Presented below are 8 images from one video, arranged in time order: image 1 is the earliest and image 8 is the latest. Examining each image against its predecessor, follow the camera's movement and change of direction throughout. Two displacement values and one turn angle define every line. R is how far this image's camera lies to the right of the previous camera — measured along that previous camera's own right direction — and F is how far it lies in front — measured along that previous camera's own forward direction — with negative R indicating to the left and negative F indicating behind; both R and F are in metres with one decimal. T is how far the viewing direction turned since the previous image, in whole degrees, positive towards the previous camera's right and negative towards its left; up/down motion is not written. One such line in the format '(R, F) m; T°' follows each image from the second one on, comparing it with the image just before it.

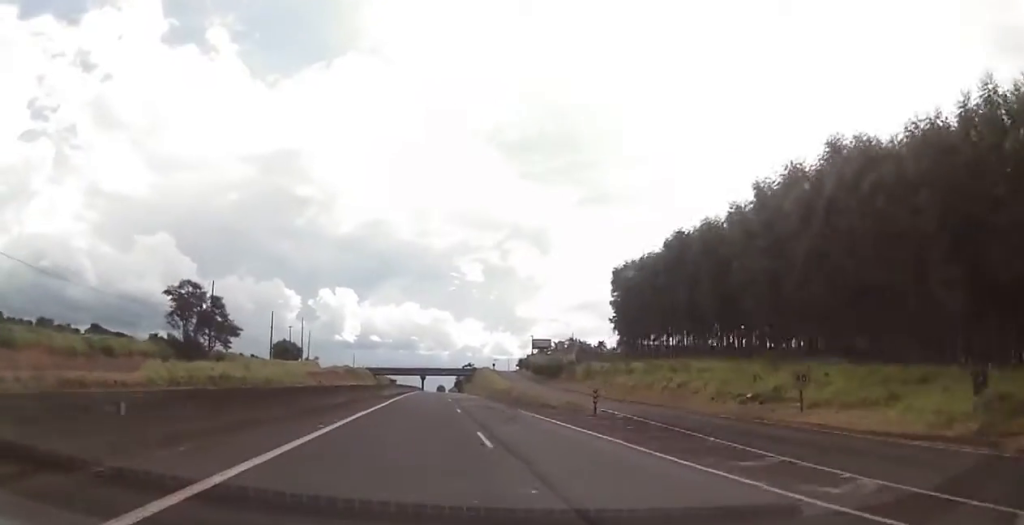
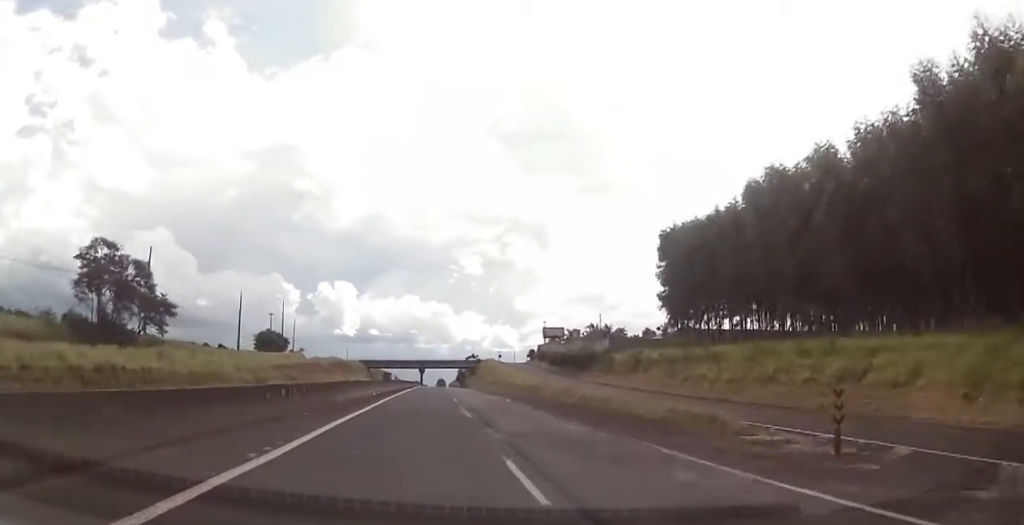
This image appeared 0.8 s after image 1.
(0.0, +23.2) m; 0°
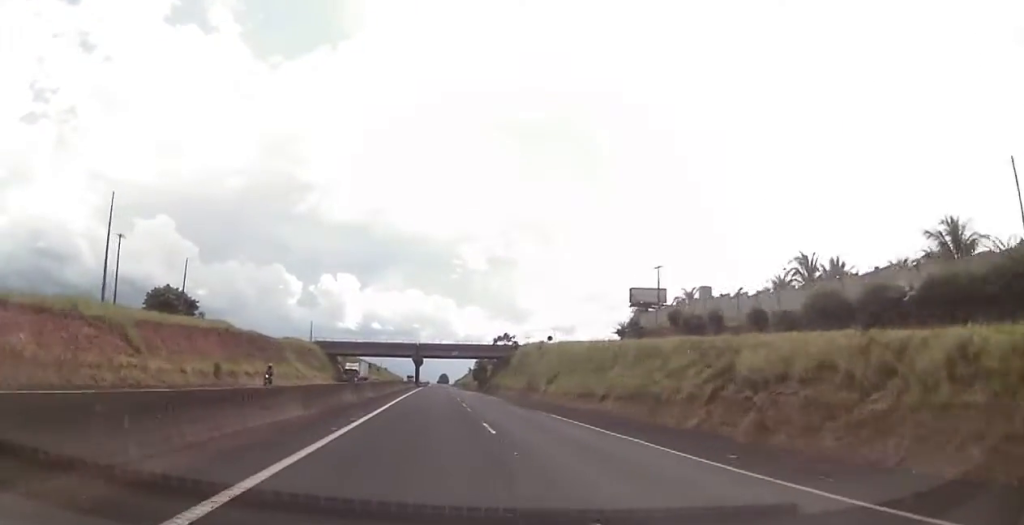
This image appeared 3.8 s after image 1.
(+0.6, +88.7) m; 0°
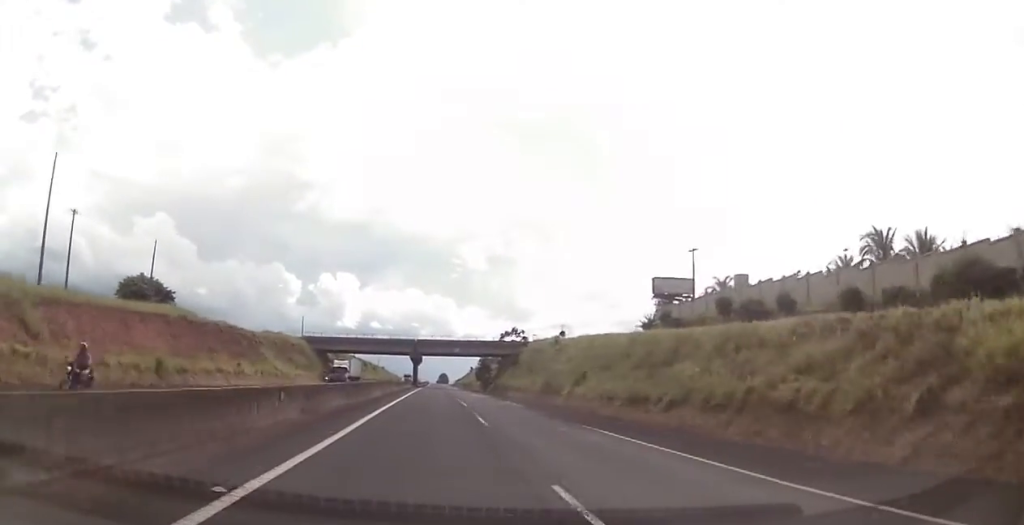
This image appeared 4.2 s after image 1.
(+0.1, +12.6) m; -1°
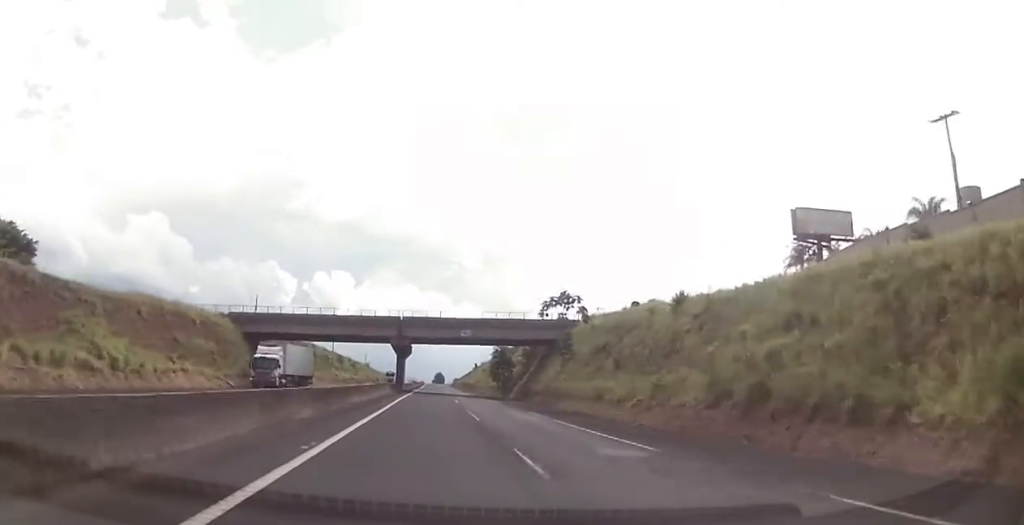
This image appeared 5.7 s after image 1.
(-0.4, +44.5) m; 0°
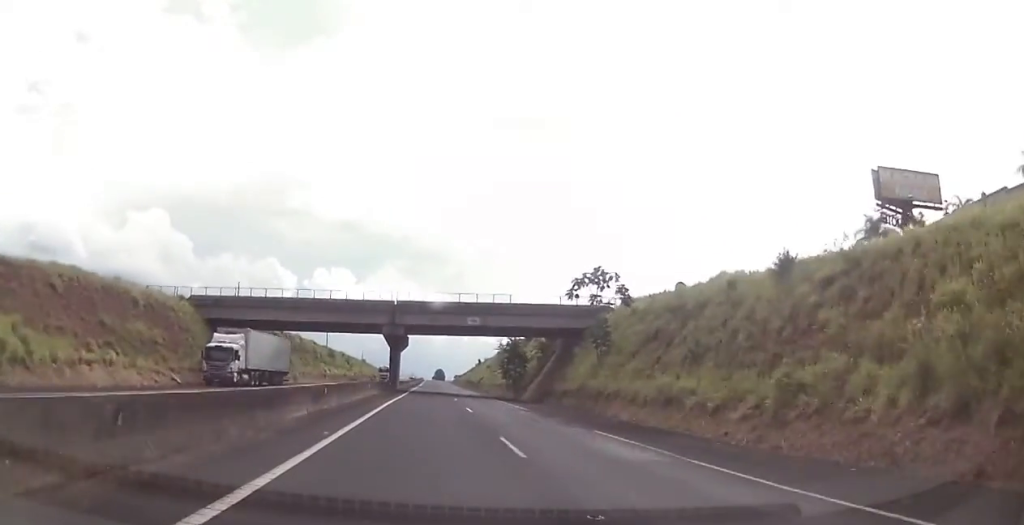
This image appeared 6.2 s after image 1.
(+0.2, +13.5) m; 0°
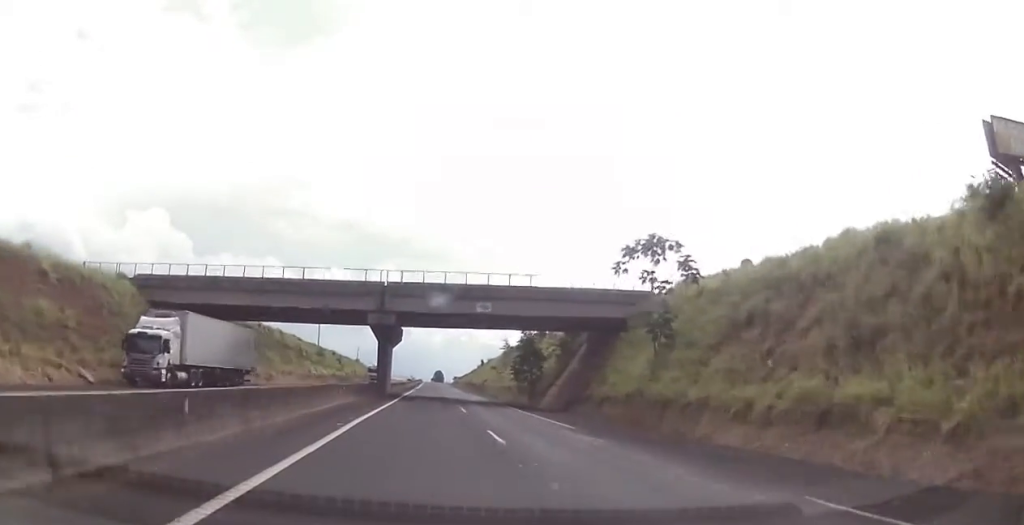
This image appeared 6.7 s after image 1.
(+0.1, +13.4) m; 0°
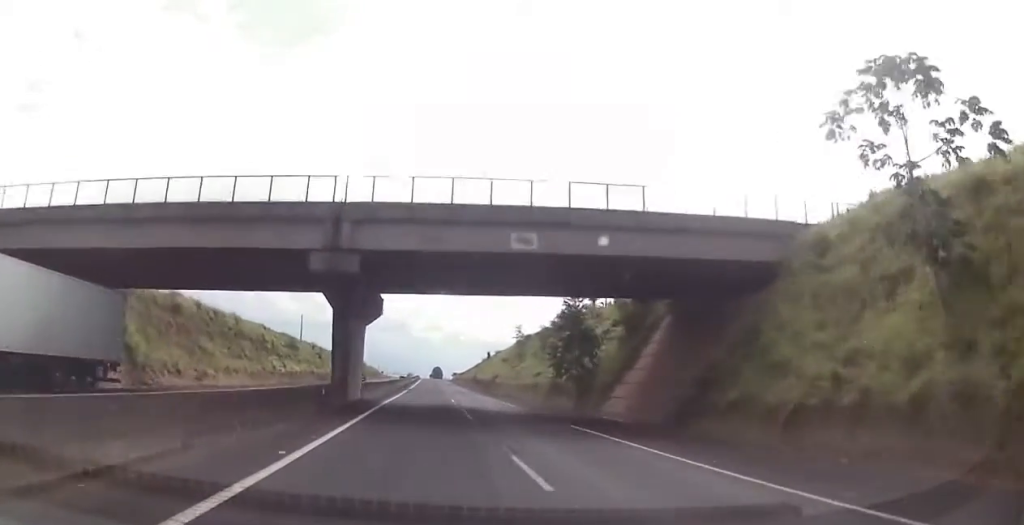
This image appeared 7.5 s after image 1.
(-0.1, +23.0) m; 0°
